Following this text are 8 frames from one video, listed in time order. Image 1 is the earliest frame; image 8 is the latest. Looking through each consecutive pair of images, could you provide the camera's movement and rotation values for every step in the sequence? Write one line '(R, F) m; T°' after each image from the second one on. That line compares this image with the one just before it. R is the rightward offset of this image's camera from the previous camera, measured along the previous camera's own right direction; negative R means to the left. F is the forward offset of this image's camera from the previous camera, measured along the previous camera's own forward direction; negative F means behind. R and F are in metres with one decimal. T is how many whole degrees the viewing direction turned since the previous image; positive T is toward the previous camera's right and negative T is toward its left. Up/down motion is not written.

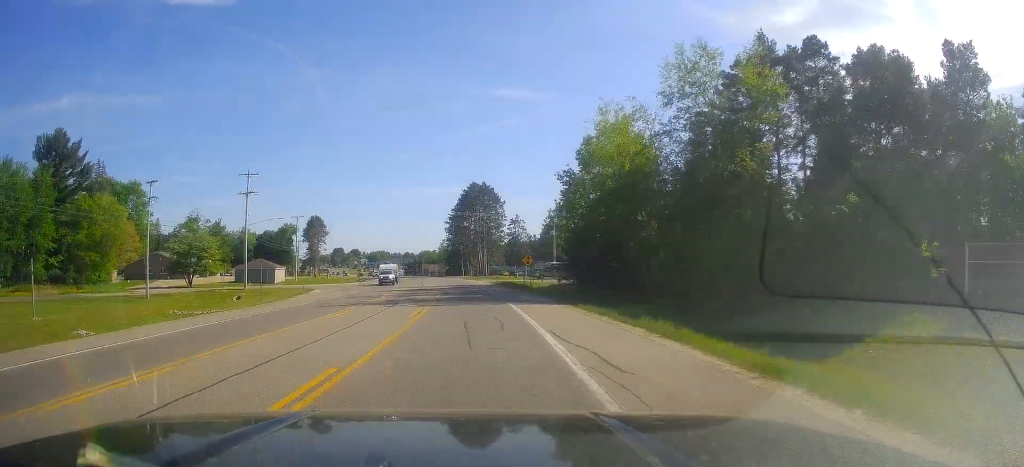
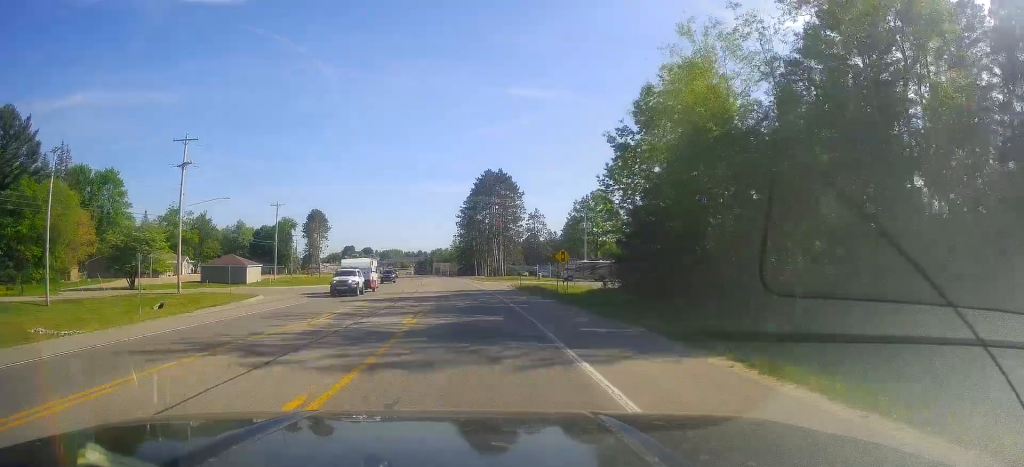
(-0.4, +18.0) m; -1°
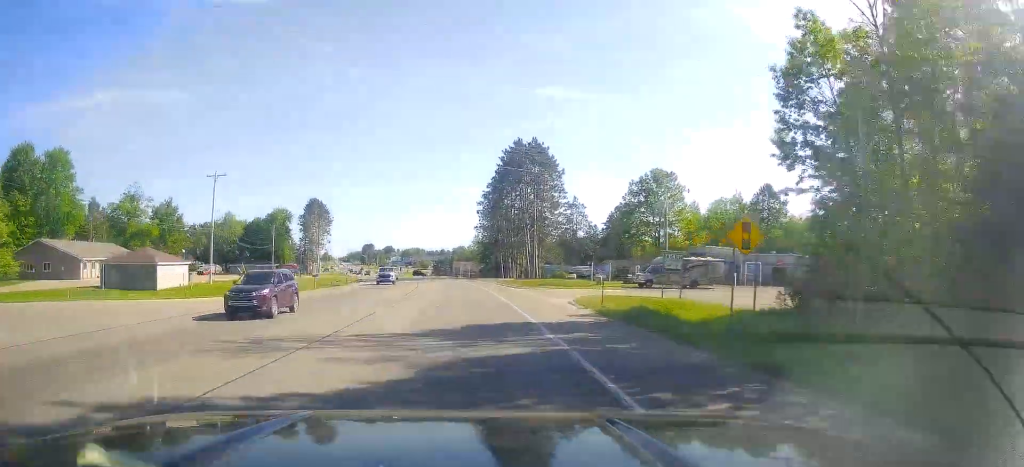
(-0.1, +29.6) m; -1°
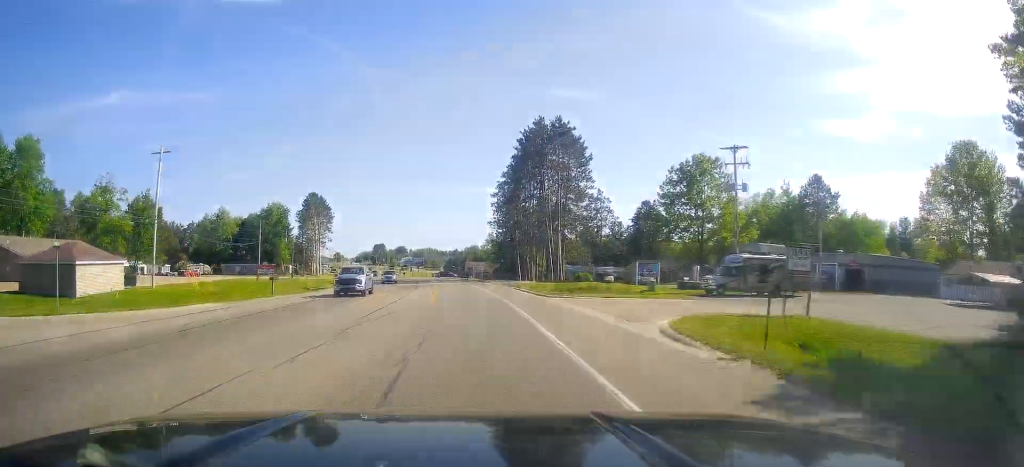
(-0.2, +14.3) m; -3°
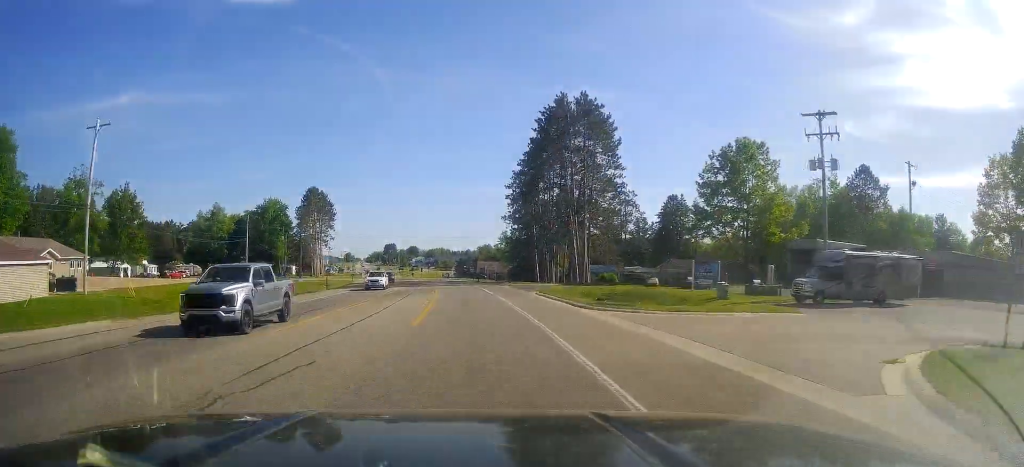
(-0.1, +11.4) m; -2°
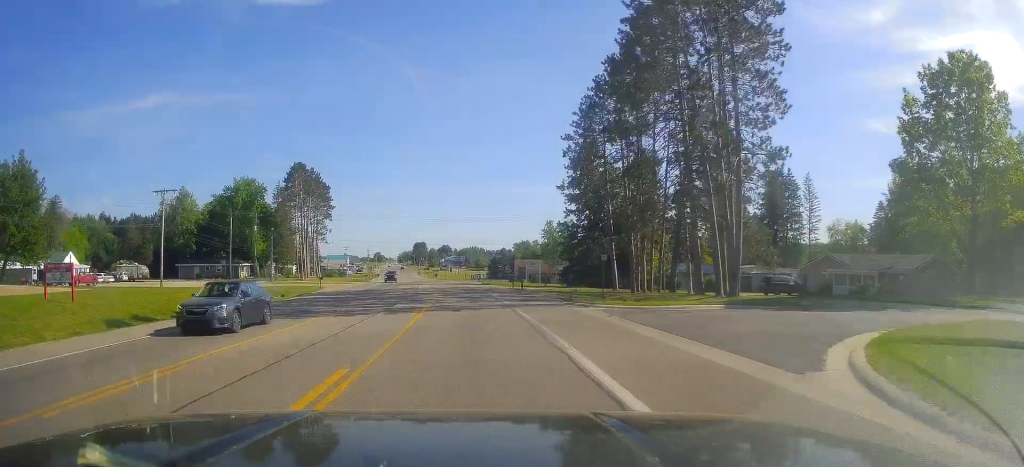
(-1.7, +35.6) m; -4°
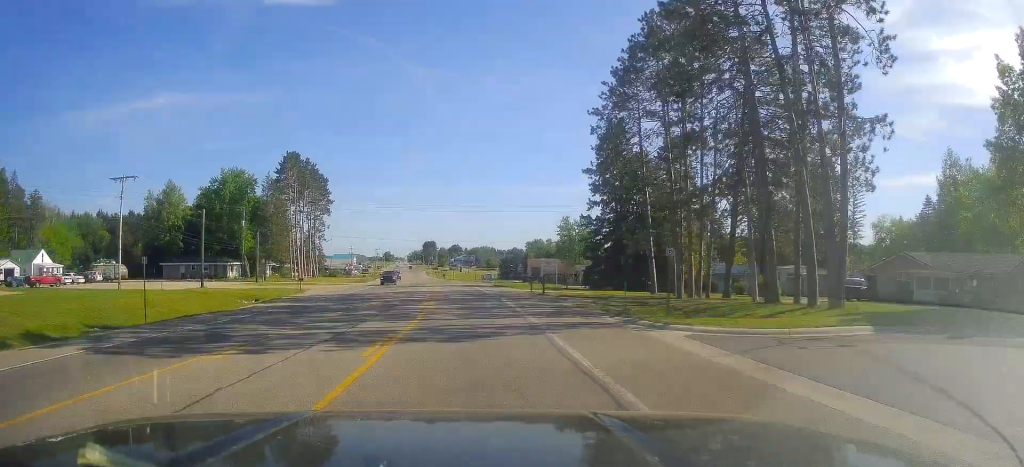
(-0.1, +10.1) m; -1°
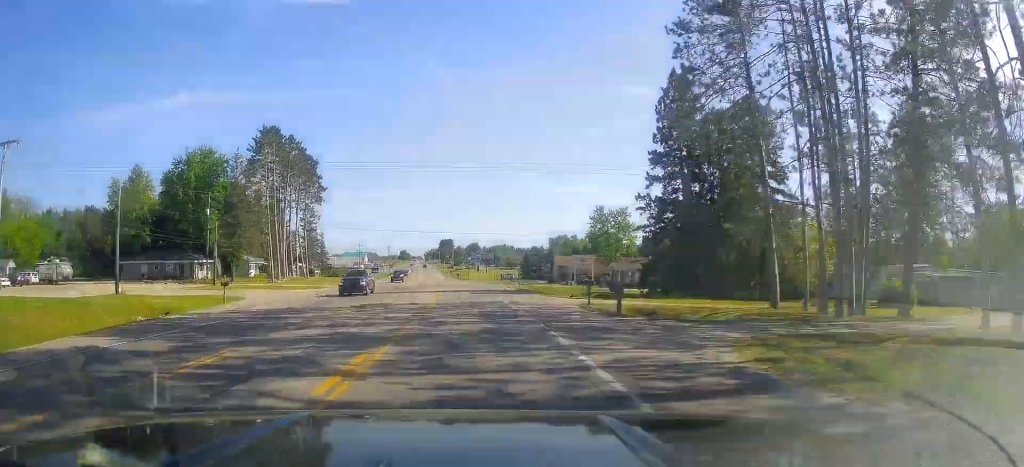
(-0.2, +18.8) m; -2°
